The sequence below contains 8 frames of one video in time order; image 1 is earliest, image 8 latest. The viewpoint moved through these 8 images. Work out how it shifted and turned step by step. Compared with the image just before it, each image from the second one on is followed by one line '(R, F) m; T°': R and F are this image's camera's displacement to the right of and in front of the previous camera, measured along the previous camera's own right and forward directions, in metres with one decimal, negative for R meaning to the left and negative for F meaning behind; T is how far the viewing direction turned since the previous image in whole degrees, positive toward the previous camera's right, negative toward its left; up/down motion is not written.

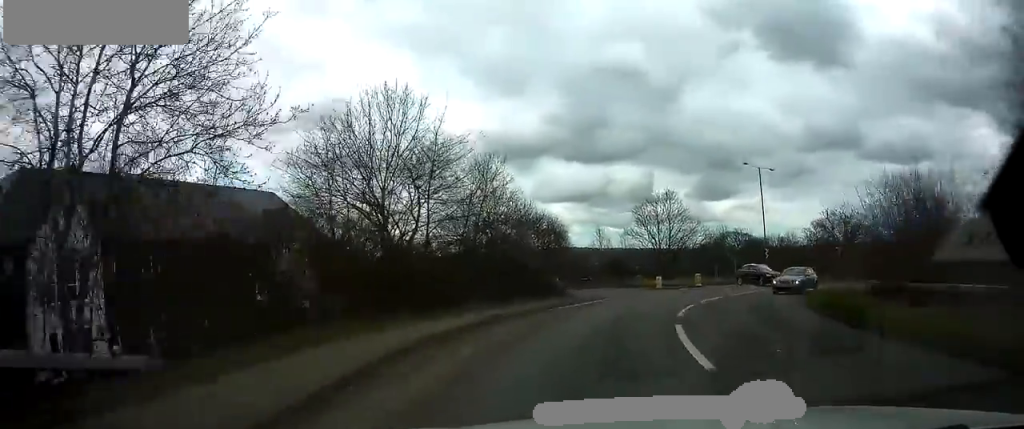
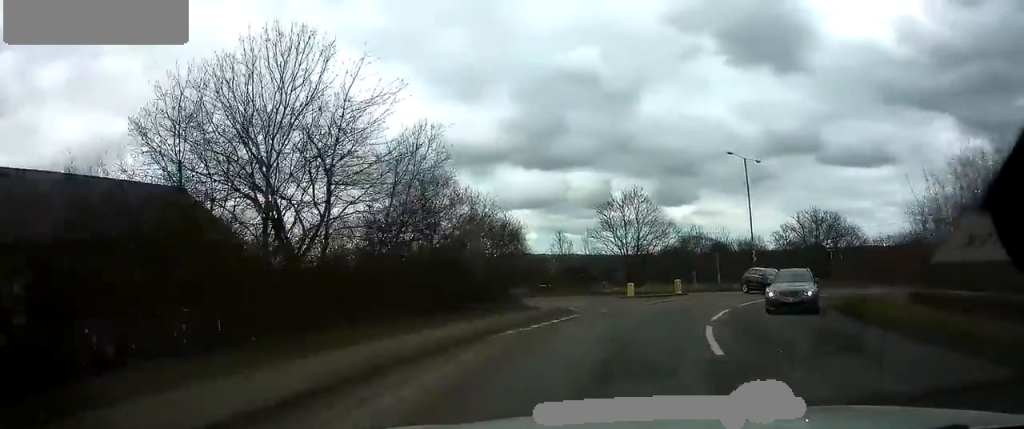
(+0.2, +6.8) m; +5°
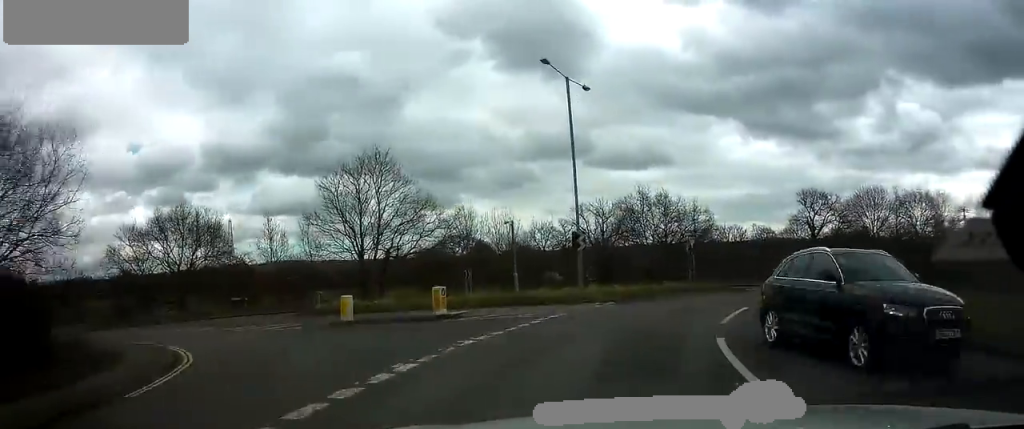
(+3.5, +19.0) m; +24°
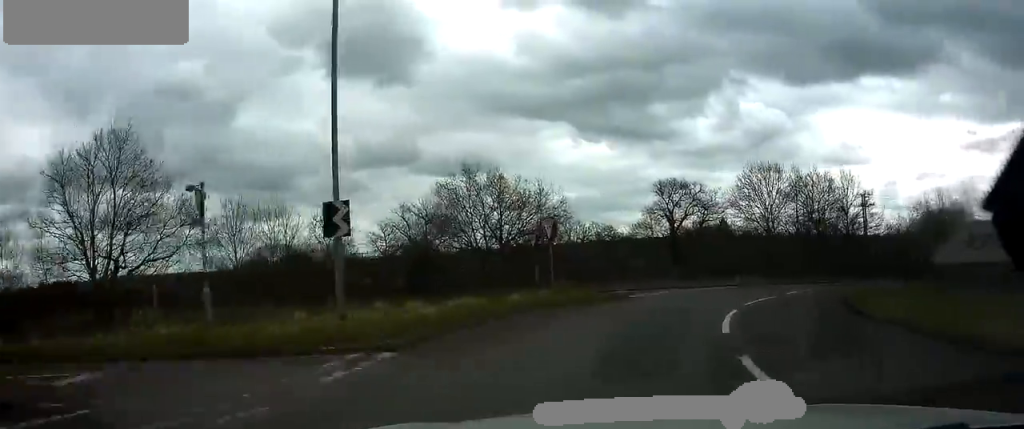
(+2.1, +12.4) m; +20°
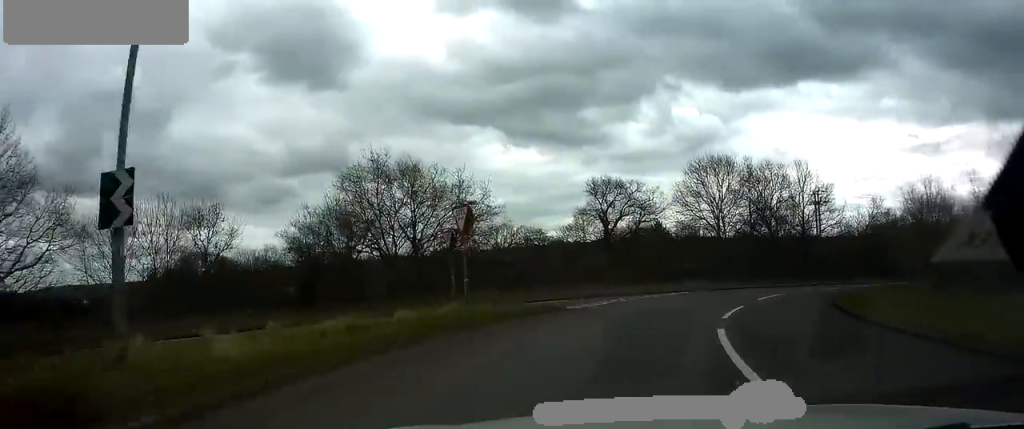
(+0.2, +5.2) m; +7°
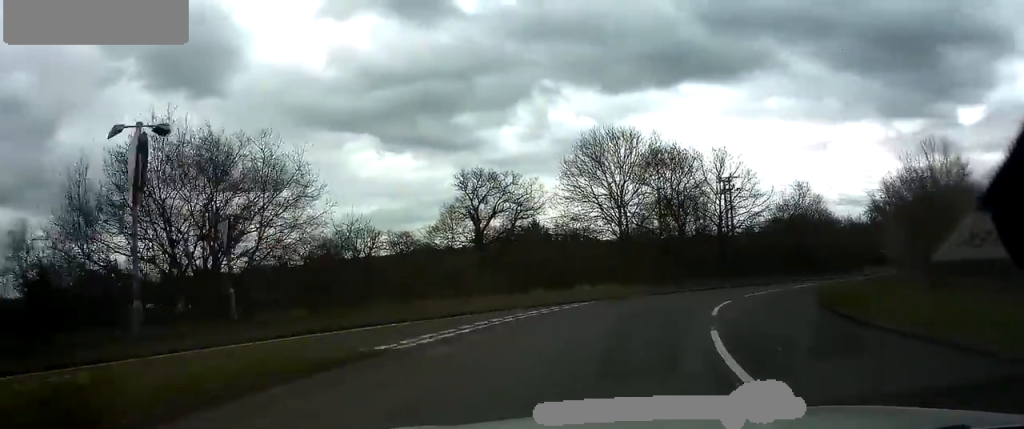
(+1.1, +10.0) m; +12°
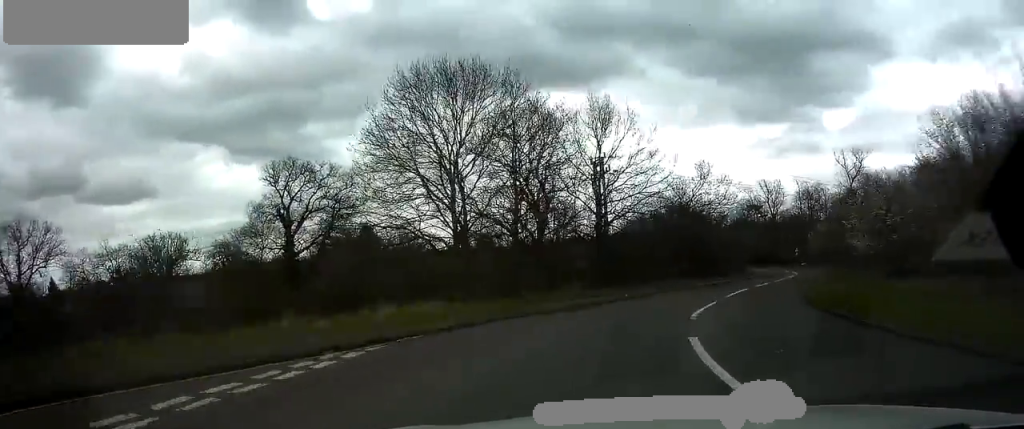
(+1.5, +13.6) m; +13°
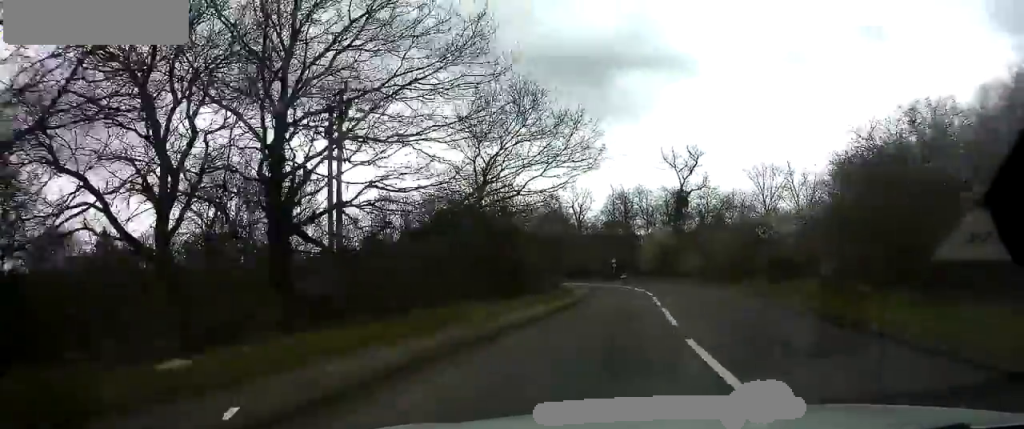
(+3.8, +20.7) m; +18°
